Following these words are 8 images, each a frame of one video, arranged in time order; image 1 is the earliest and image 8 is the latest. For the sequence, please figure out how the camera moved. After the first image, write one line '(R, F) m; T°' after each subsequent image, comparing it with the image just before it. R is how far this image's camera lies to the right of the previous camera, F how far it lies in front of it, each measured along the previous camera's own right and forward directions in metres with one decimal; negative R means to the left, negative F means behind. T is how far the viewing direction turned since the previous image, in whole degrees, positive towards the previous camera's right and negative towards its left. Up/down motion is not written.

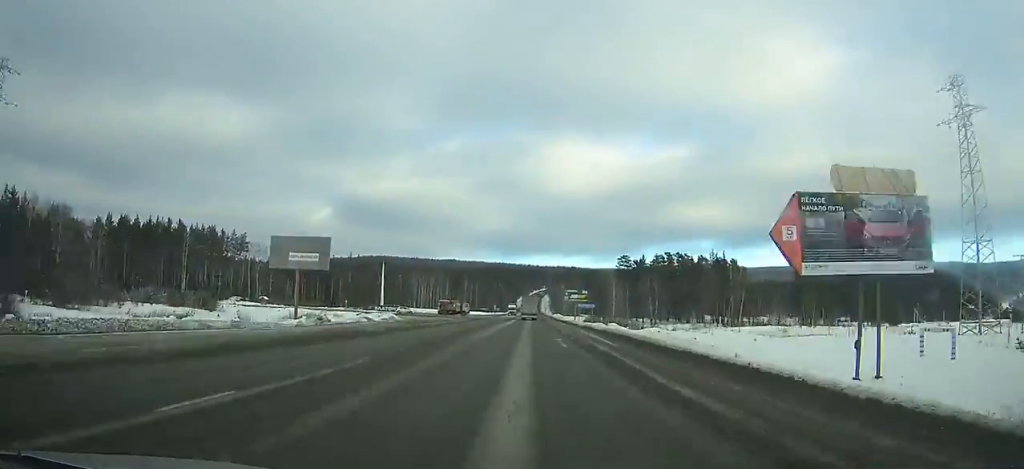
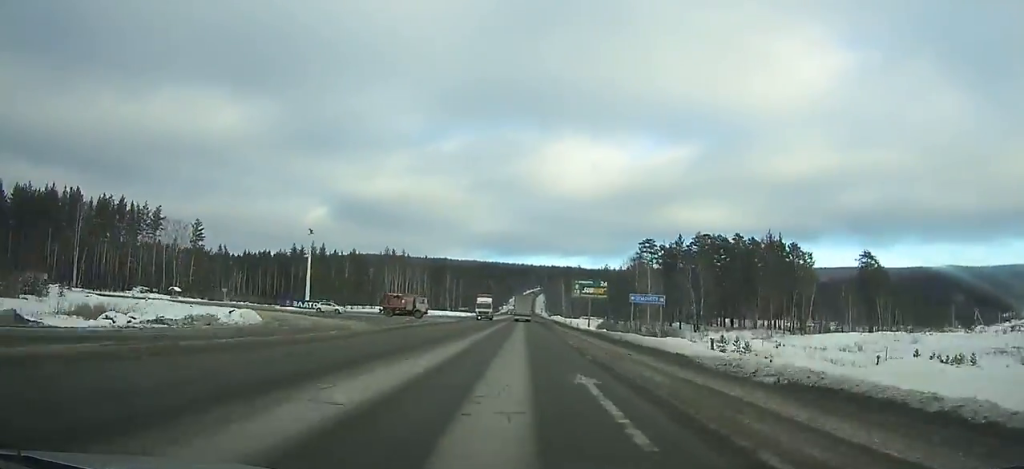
(+0.3, +47.0) m; 0°
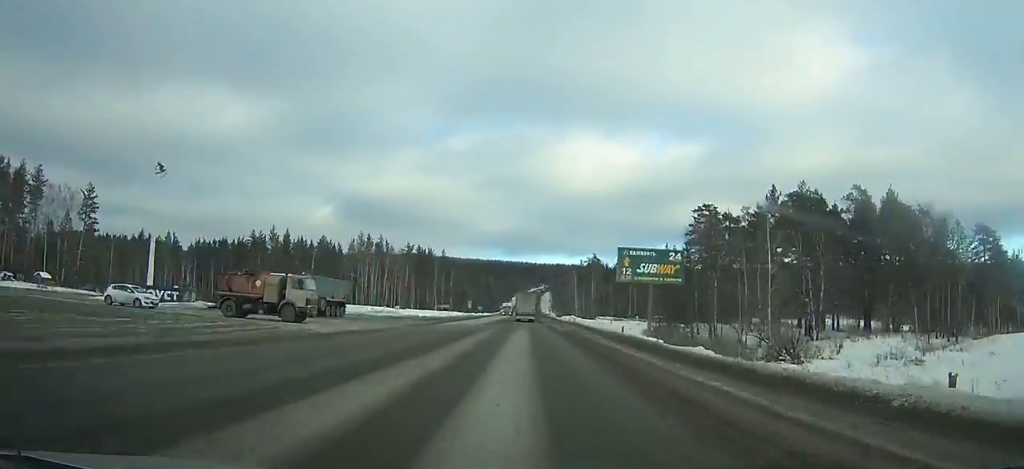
(0.0, +45.3) m; 0°
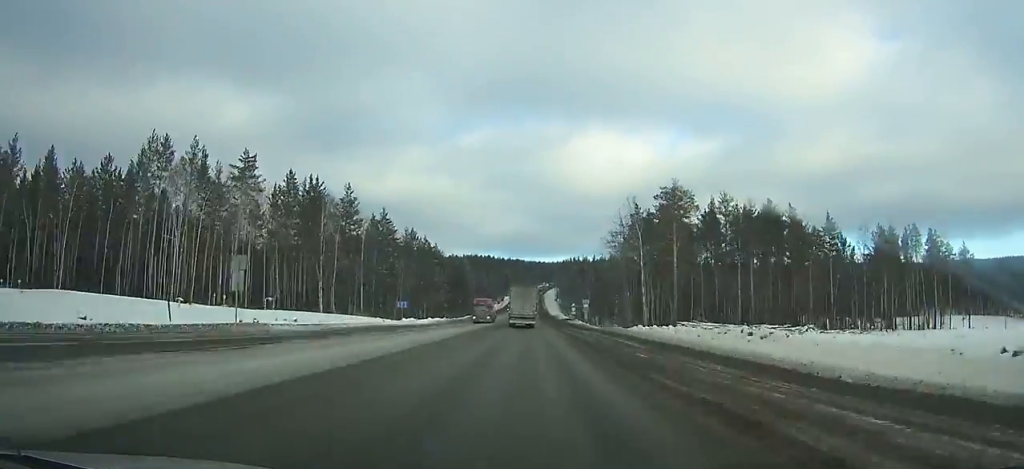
(-0.5, +119.5) m; 0°
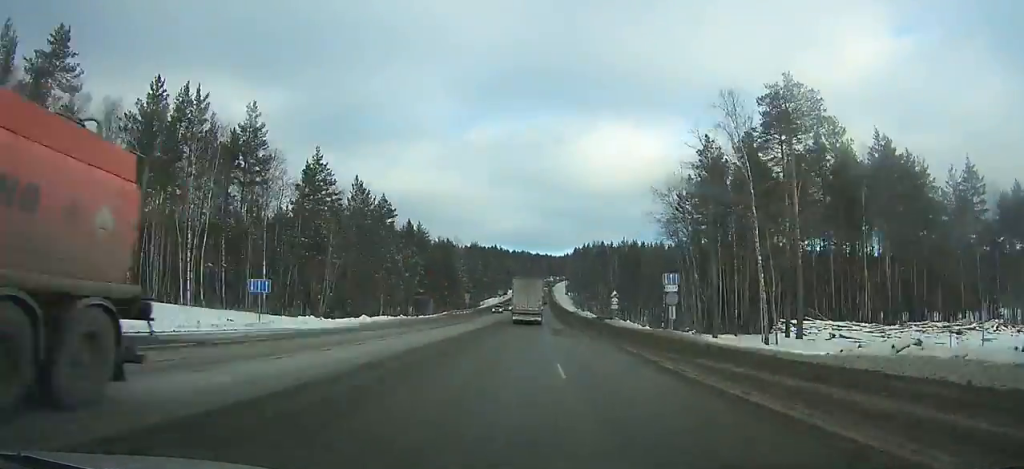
(-0.1, +41.6) m; 0°
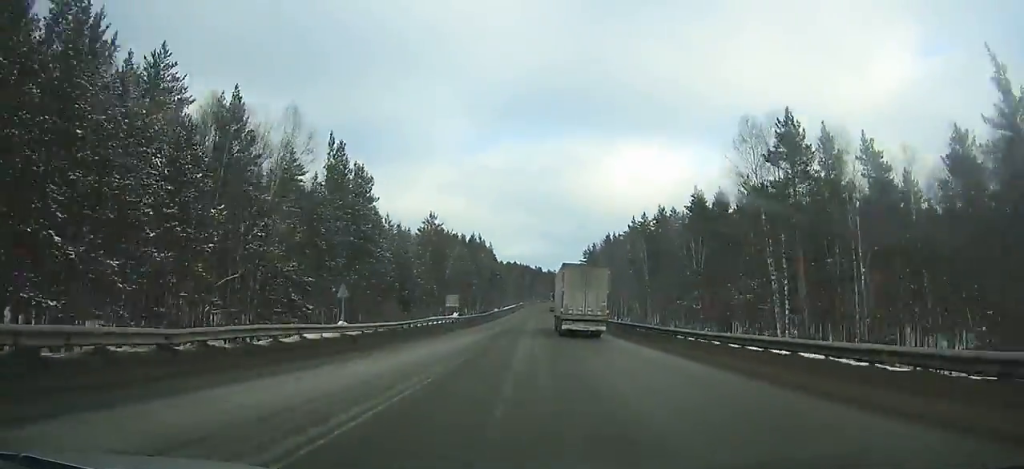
(-0.1, +126.6) m; +1°
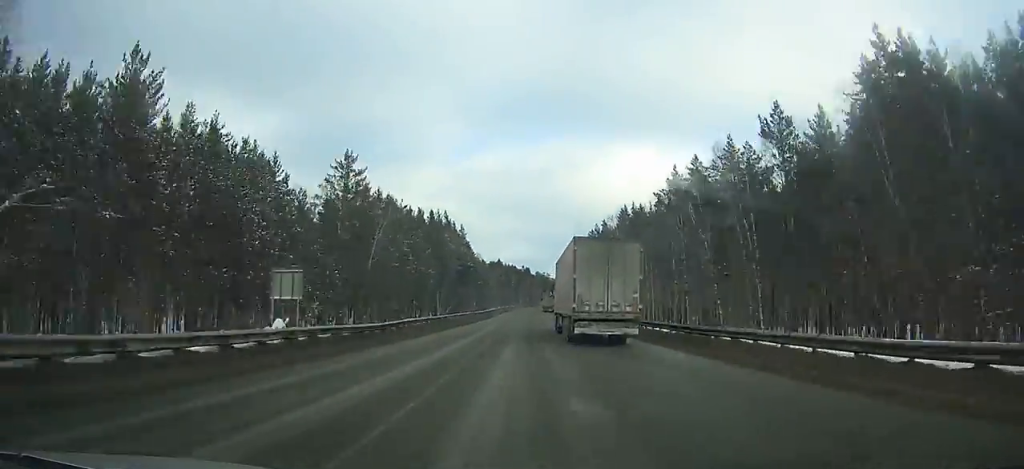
(+0.6, +50.3) m; +1°
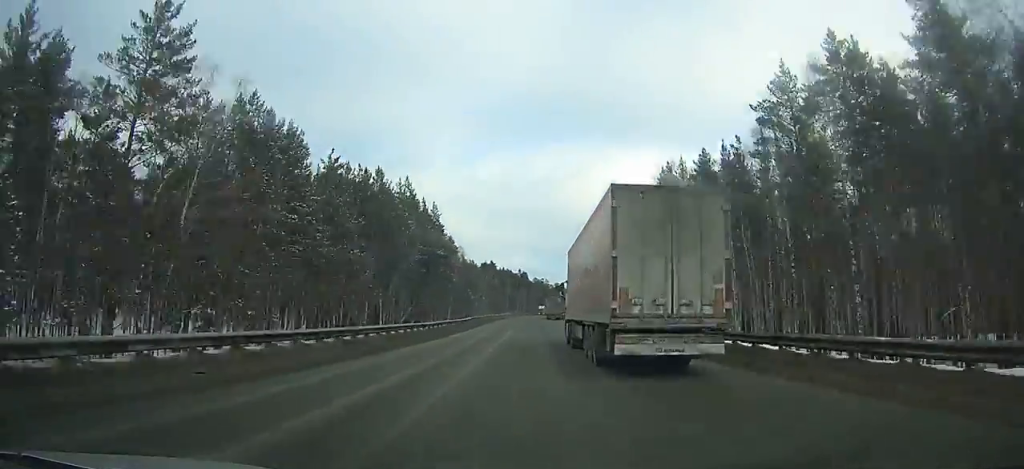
(+0.2, +39.0) m; +1°
